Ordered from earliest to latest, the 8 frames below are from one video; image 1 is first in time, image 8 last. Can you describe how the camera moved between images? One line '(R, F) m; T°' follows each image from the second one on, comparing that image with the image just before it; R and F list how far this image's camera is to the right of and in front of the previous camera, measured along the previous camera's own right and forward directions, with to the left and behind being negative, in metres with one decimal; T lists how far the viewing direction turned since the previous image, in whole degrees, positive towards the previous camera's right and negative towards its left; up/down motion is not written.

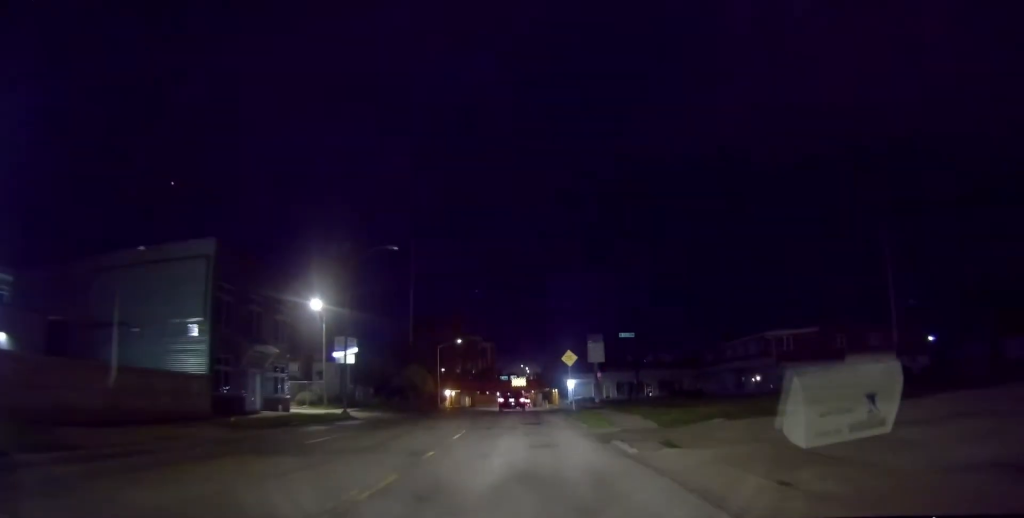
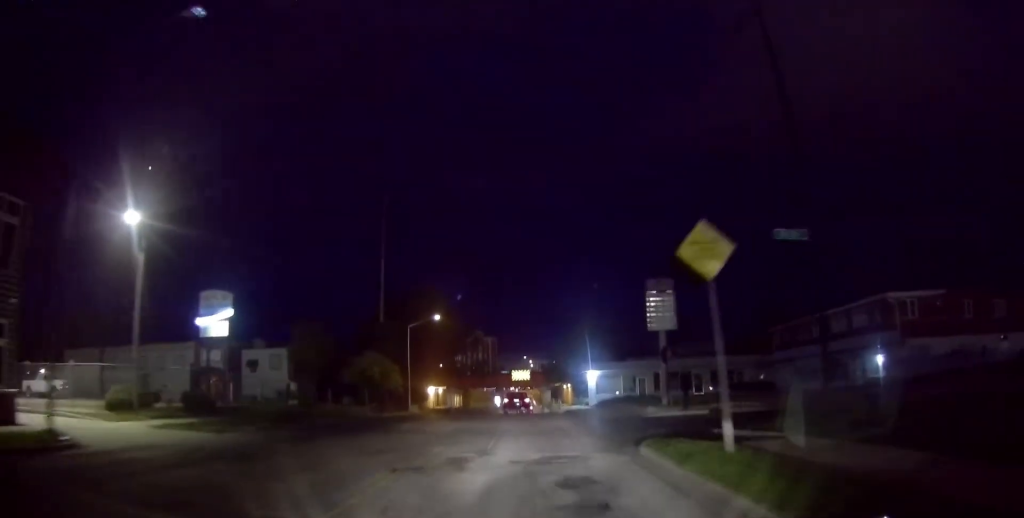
(0.0, +23.5) m; 0°
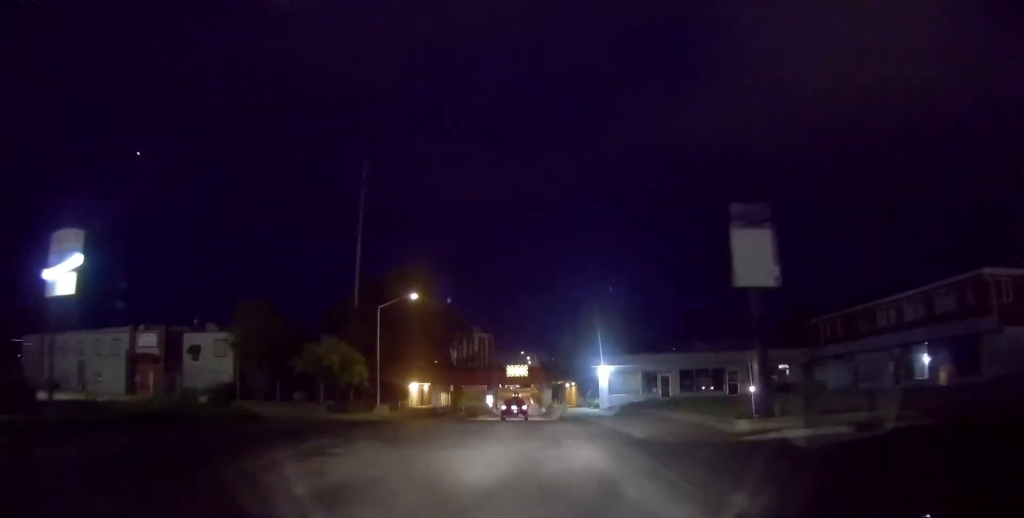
(0.0, +11.8) m; 0°
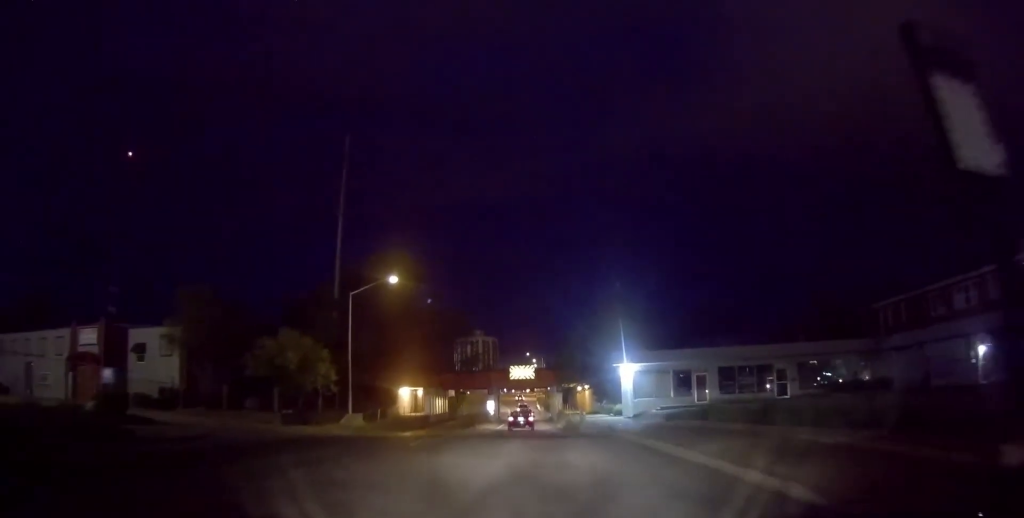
(0.0, +9.8) m; 0°
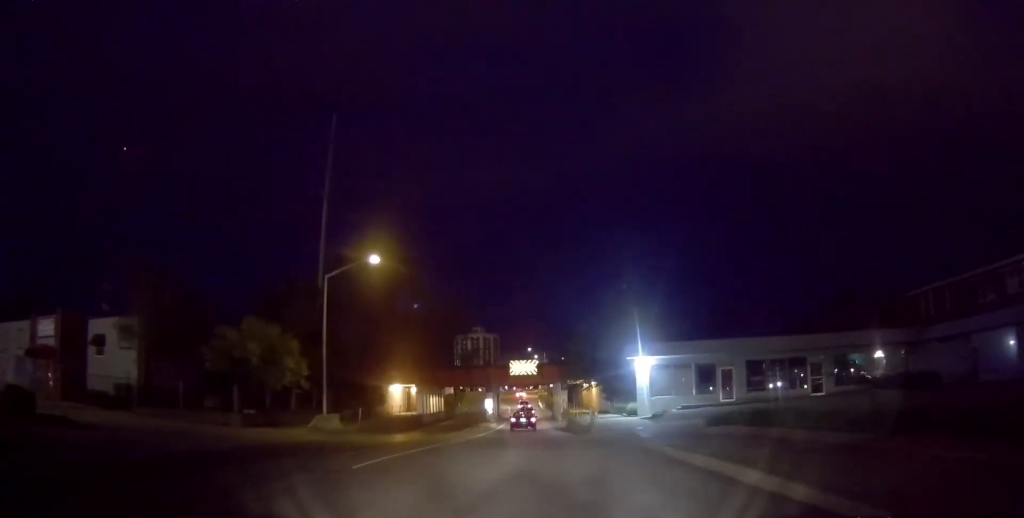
(0.0, +5.4) m; 0°
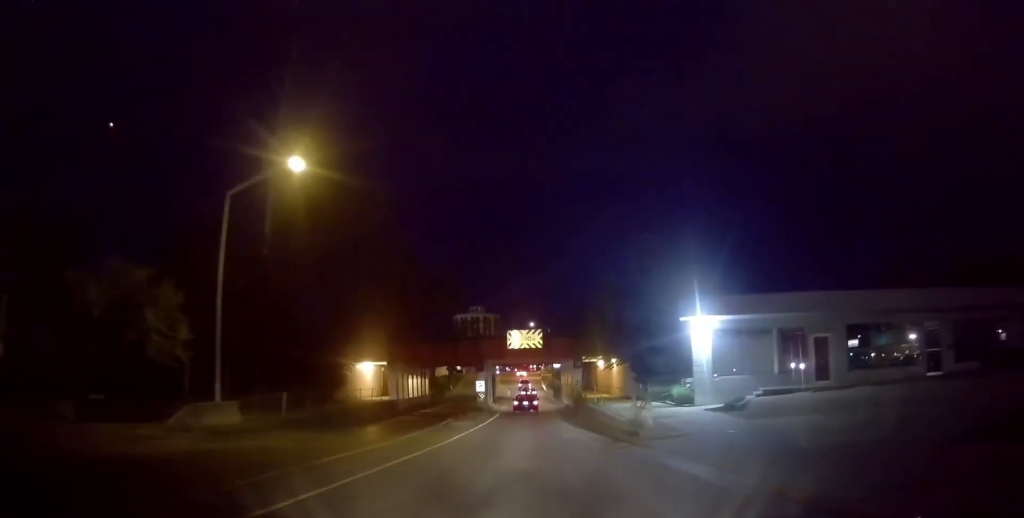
(-0.1, +12.2) m; -1°
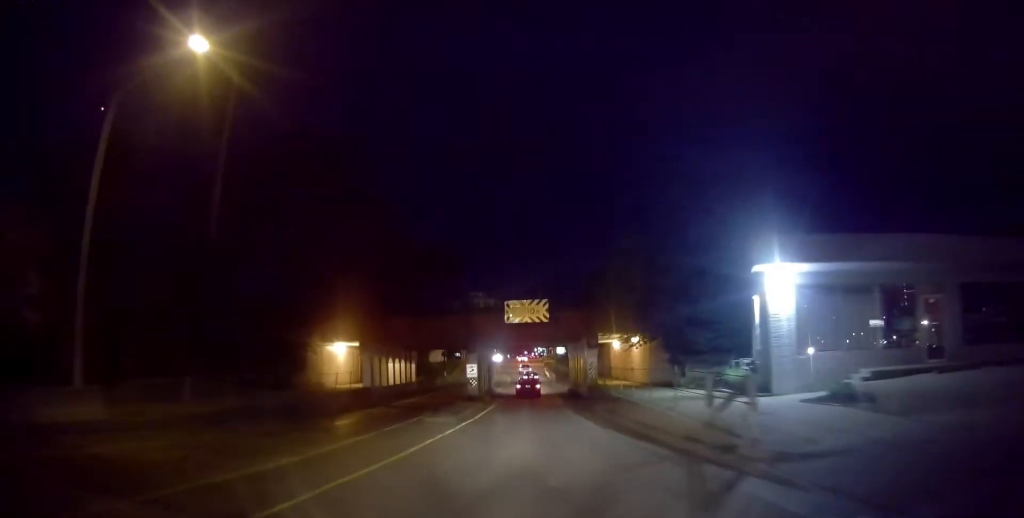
(0.0, +8.3) m; 0°
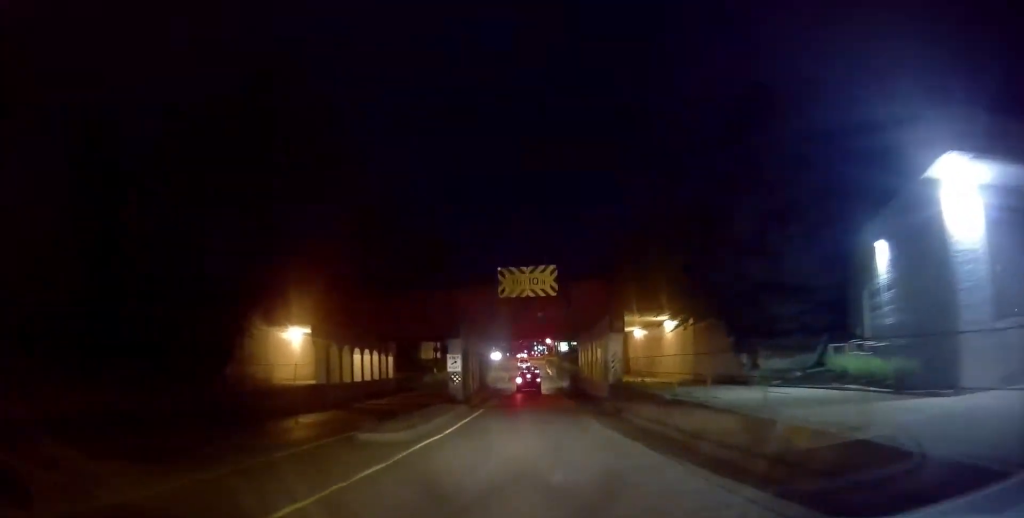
(0.0, +8.4) m; 0°
